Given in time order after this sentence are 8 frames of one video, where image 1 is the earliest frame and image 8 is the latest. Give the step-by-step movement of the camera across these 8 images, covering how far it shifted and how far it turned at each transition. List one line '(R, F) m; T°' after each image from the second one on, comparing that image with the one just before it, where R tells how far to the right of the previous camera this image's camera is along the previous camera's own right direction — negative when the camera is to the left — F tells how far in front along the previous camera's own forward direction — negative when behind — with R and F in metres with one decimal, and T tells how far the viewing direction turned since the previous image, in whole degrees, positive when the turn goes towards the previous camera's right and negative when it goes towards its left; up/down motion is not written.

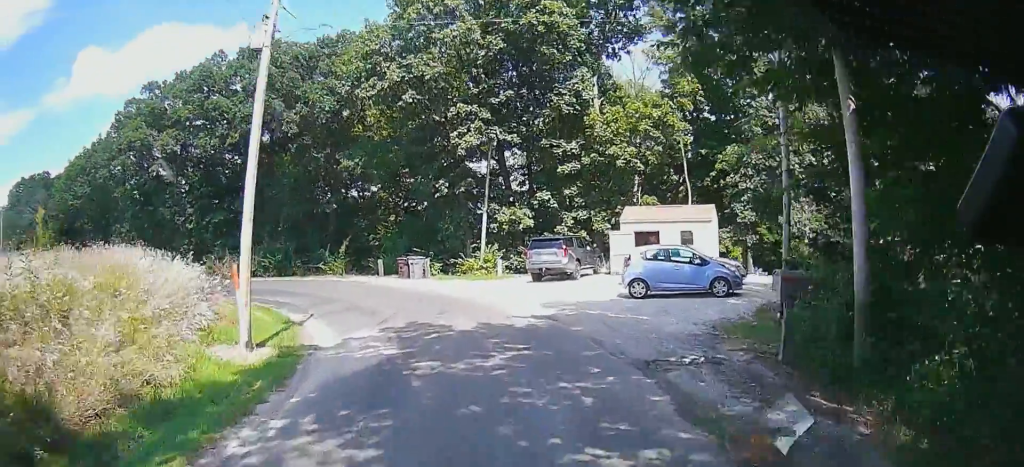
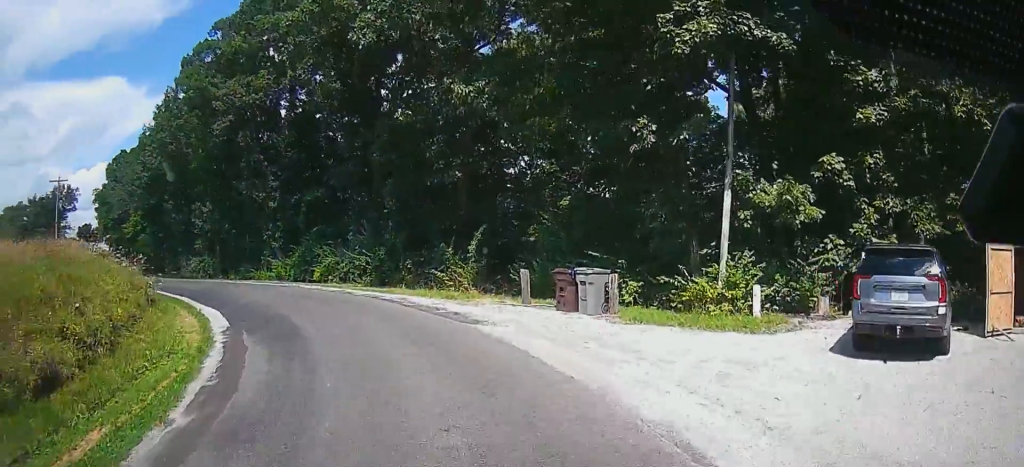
(-4.5, +14.9) m; -33°
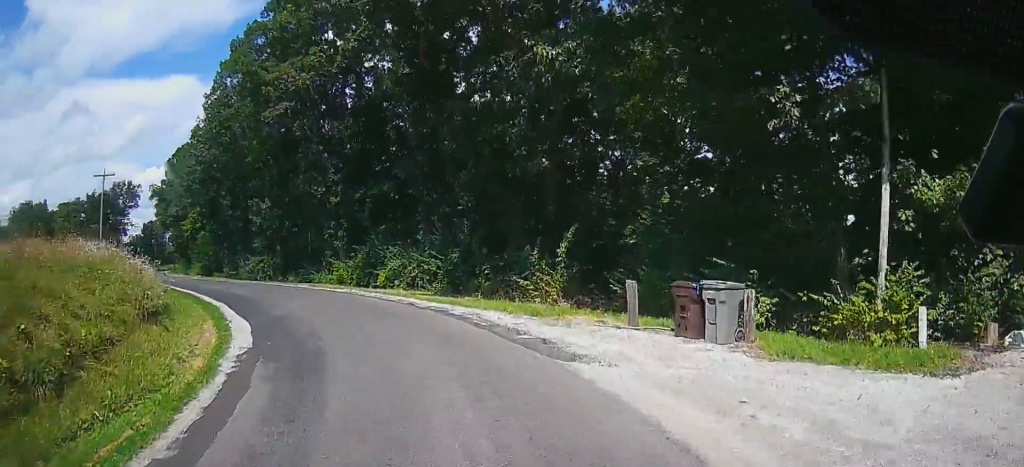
(-0.1, +4.0) m; -1°
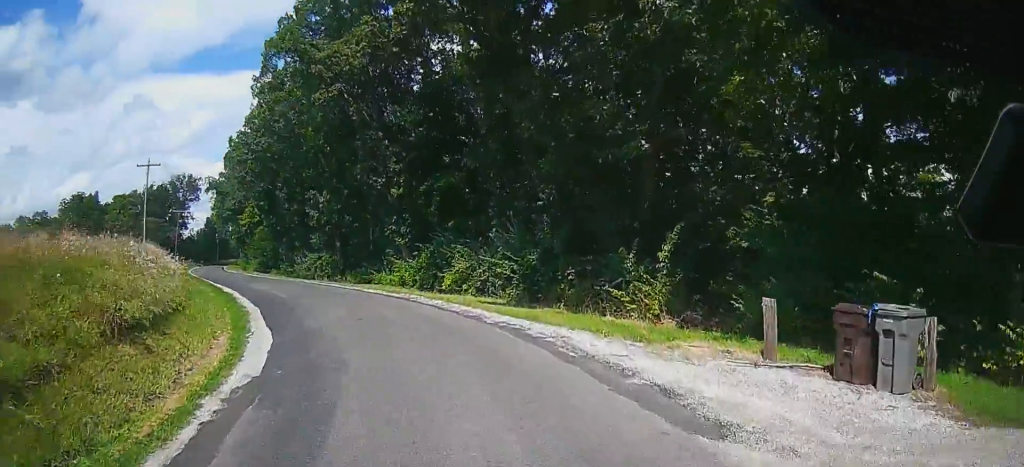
(0.0, +3.7) m; 0°
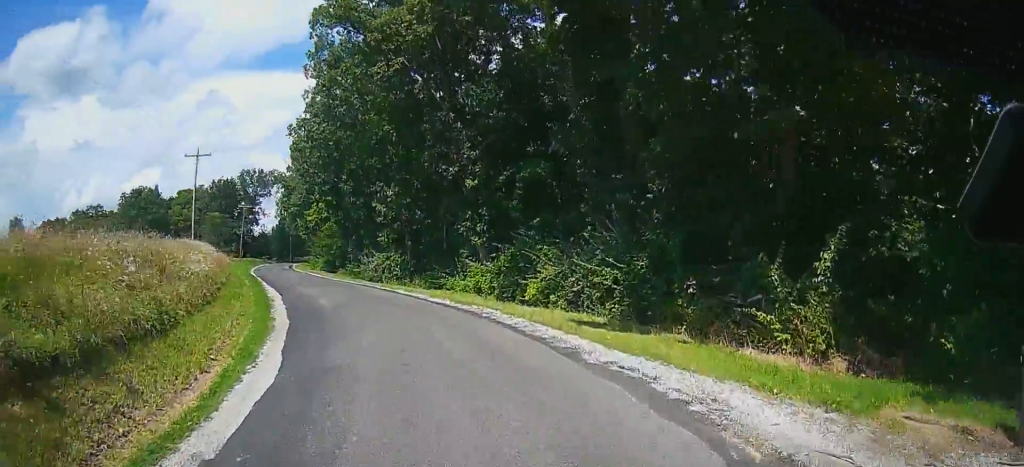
(0.0, +4.5) m; 0°
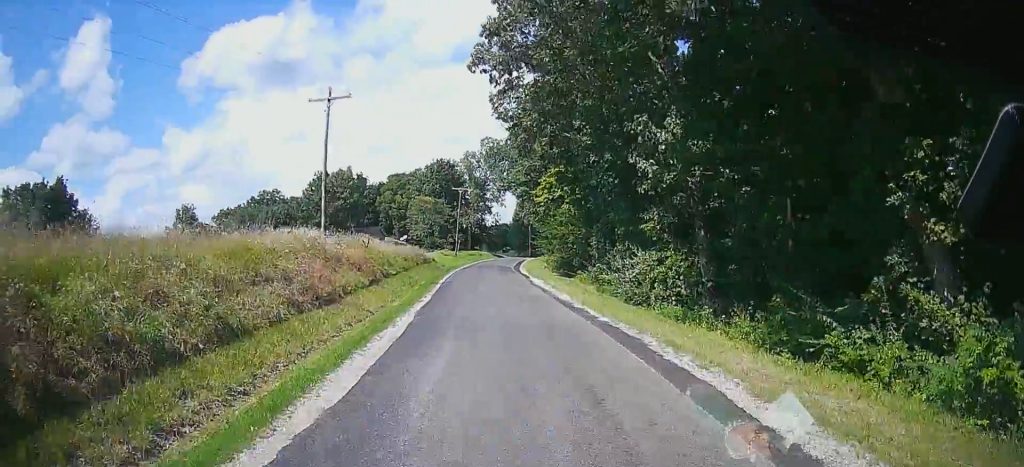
(-0.2, +17.8) m; -11°
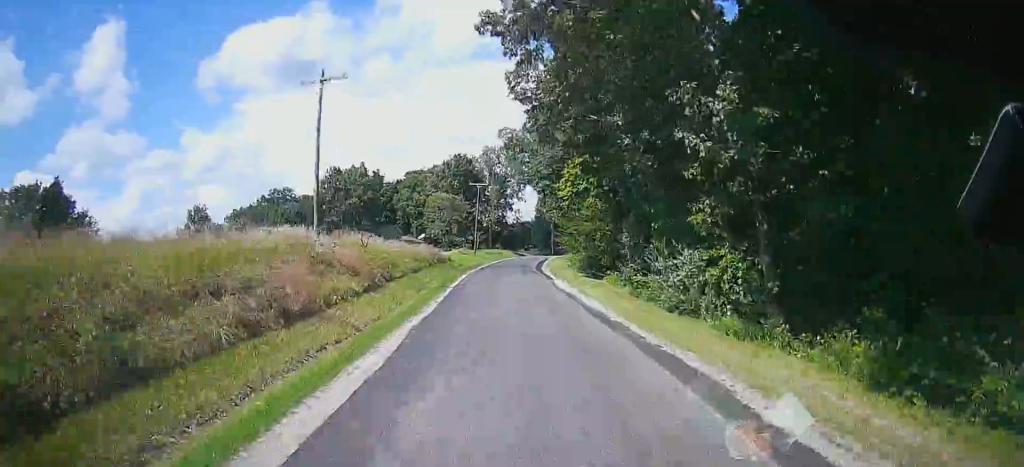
(+0.4, +3.5) m; -6°
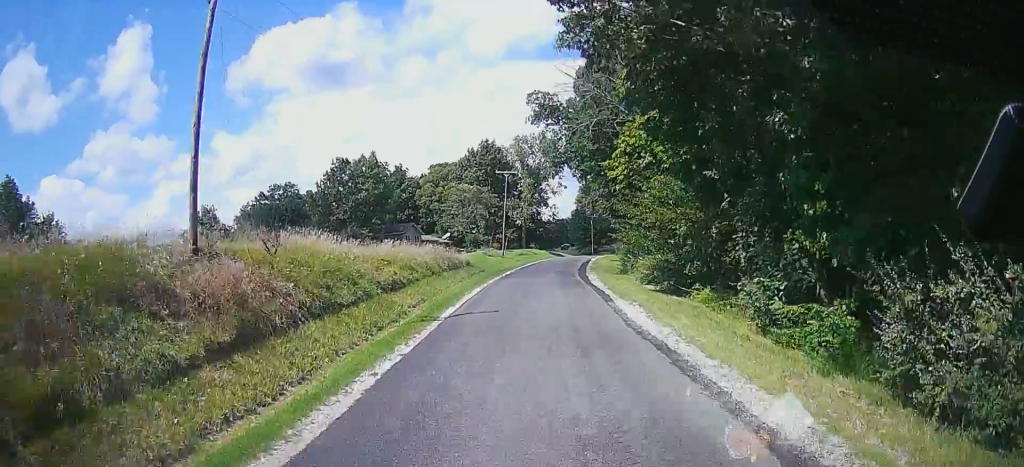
(-2.7, +11.6) m; -15°
